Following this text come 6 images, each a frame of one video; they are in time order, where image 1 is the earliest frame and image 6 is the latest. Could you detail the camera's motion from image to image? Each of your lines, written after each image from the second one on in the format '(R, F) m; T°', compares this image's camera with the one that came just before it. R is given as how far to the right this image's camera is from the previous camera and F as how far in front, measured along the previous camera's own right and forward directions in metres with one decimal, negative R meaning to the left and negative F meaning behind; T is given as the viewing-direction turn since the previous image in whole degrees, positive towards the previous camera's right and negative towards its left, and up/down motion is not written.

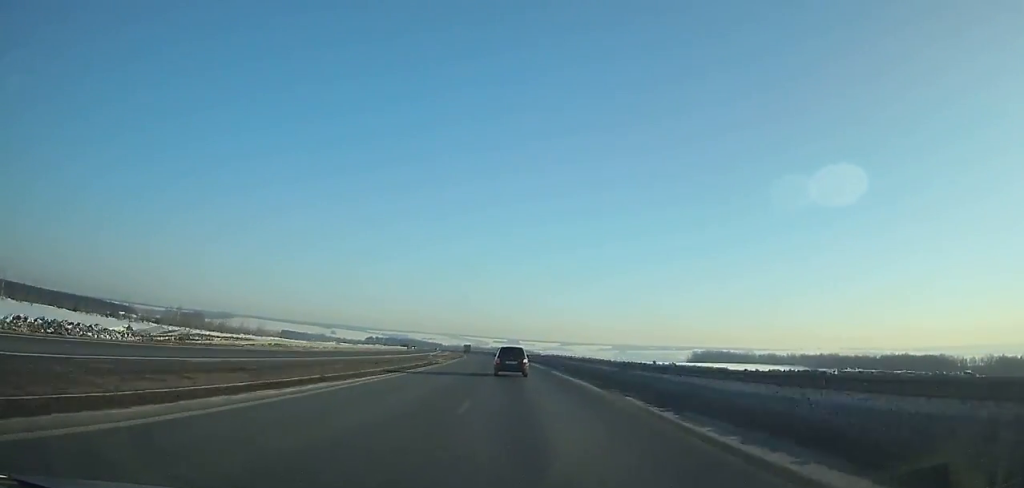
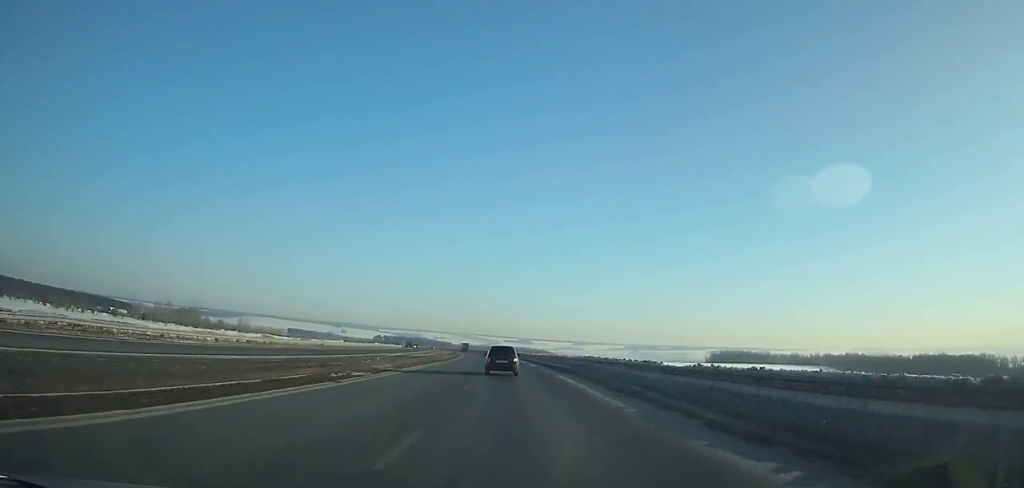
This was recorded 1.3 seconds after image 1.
(-0.4, +29.5) m; -1°
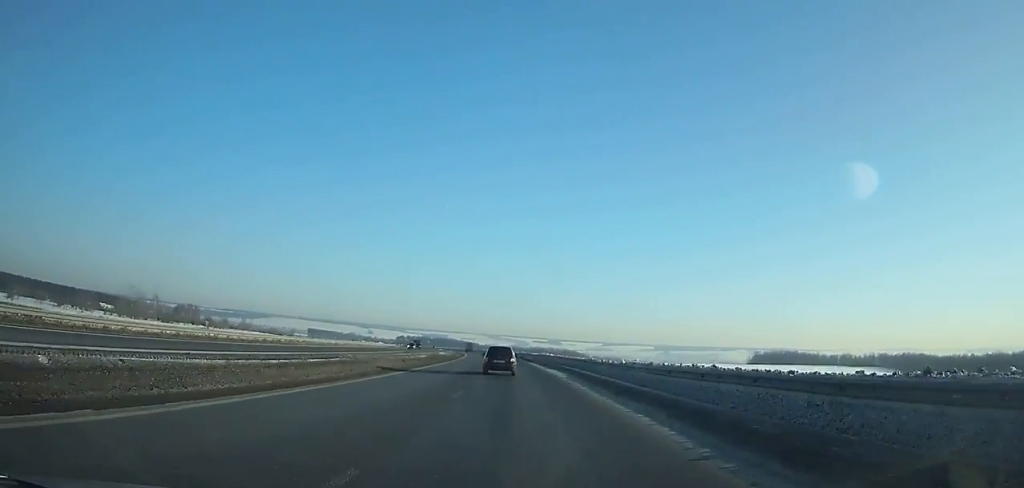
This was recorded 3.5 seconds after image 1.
(-0.8, +50.1) m; -2°
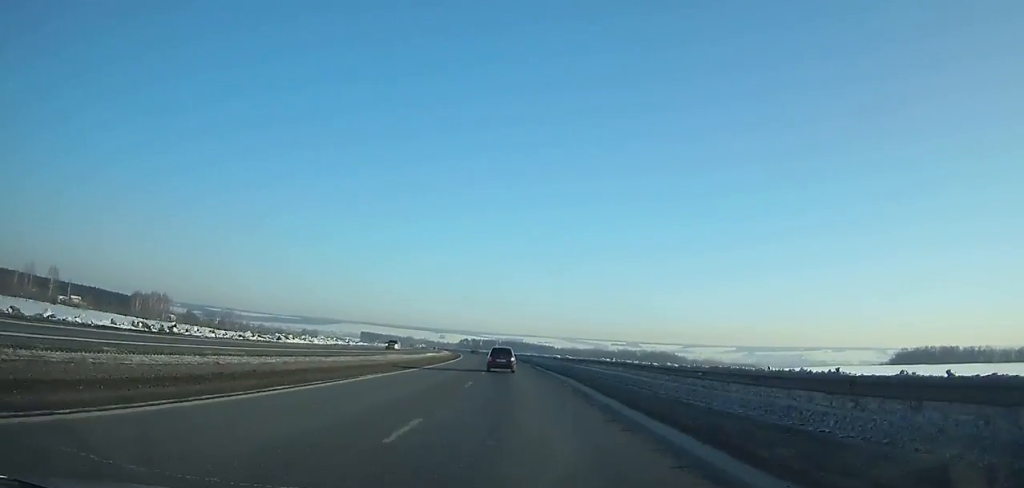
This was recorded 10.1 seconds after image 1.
(-10.3, +151.1) m; -8°
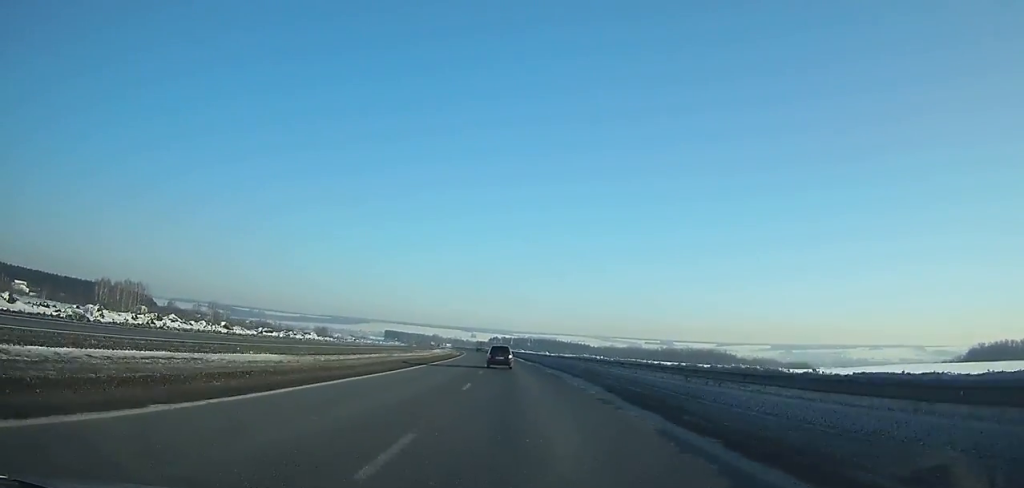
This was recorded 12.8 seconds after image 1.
(-1.9, +62.4) m; -3°
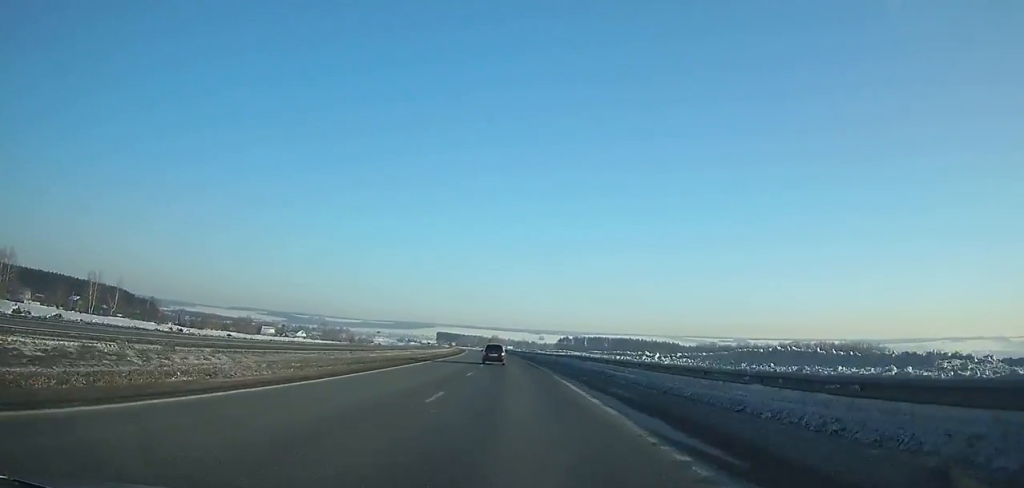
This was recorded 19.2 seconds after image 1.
(-8.6, +149.5) m; -6°
